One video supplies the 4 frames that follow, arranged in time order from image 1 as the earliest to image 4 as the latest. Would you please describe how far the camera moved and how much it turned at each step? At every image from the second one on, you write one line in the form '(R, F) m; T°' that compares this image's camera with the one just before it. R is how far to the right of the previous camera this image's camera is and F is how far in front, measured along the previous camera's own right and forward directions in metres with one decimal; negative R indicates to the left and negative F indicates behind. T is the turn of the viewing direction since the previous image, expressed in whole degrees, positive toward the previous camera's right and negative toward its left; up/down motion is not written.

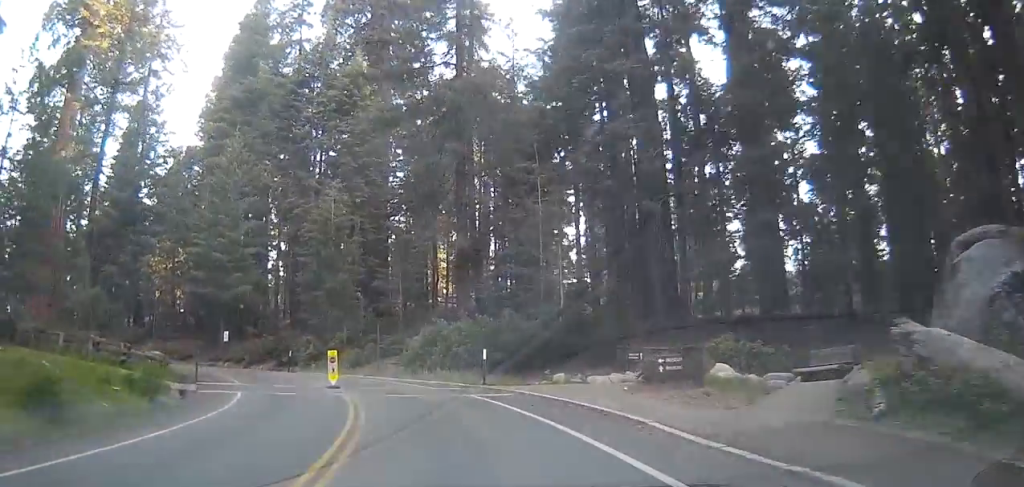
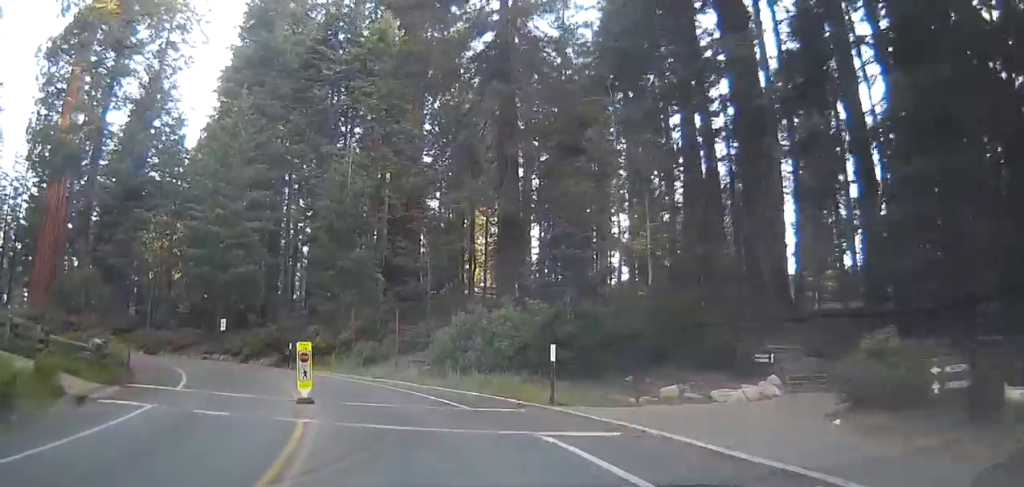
(-0.2, +10.3) m; -4°
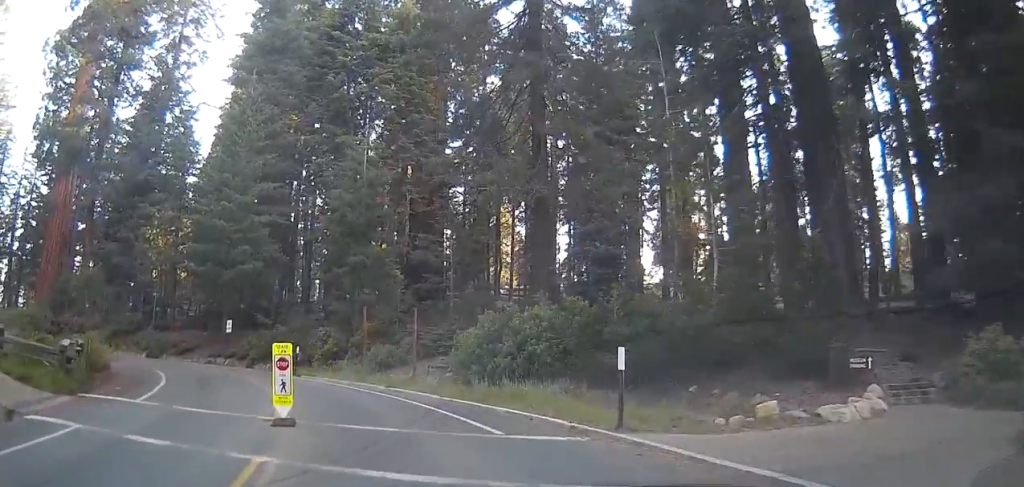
(-0.1, +5.2) m; -4°
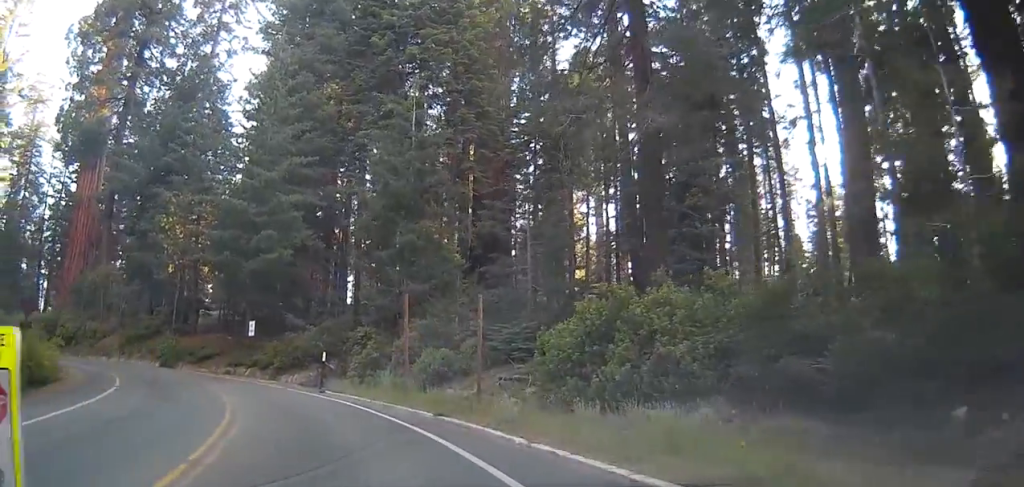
(-1.6, +10.7) m; -19°
